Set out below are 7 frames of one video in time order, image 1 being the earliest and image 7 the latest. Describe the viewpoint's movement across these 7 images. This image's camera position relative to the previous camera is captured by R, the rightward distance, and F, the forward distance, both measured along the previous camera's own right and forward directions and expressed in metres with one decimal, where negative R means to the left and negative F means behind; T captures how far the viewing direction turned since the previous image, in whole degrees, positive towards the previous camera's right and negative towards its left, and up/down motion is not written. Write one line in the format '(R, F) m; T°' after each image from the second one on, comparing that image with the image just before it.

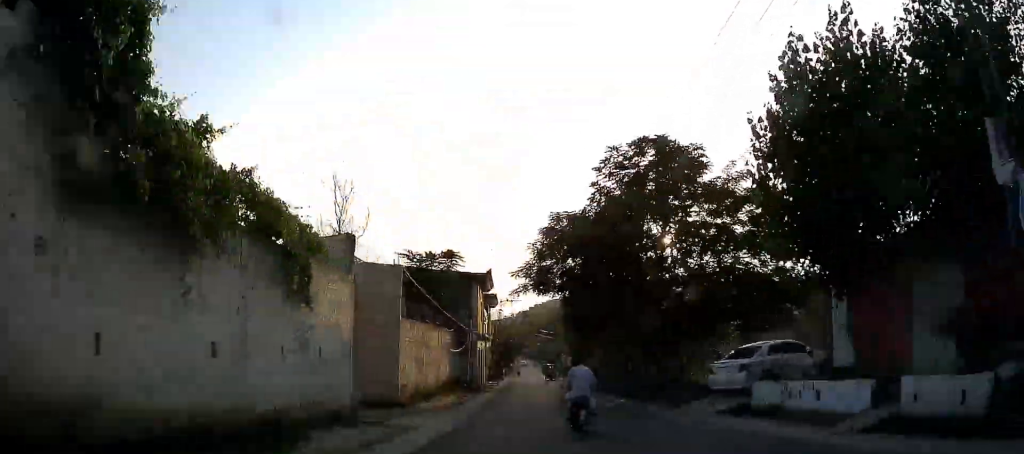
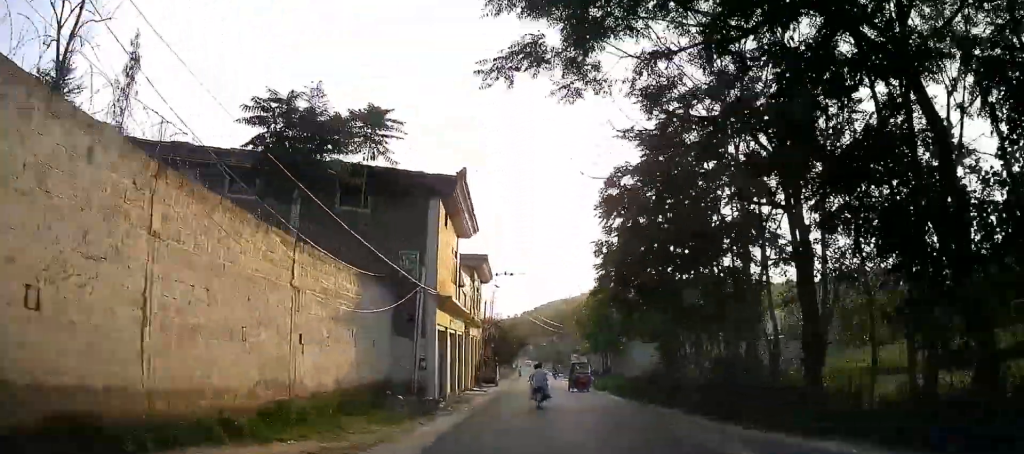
(+0.4, +19.5) m; -1°
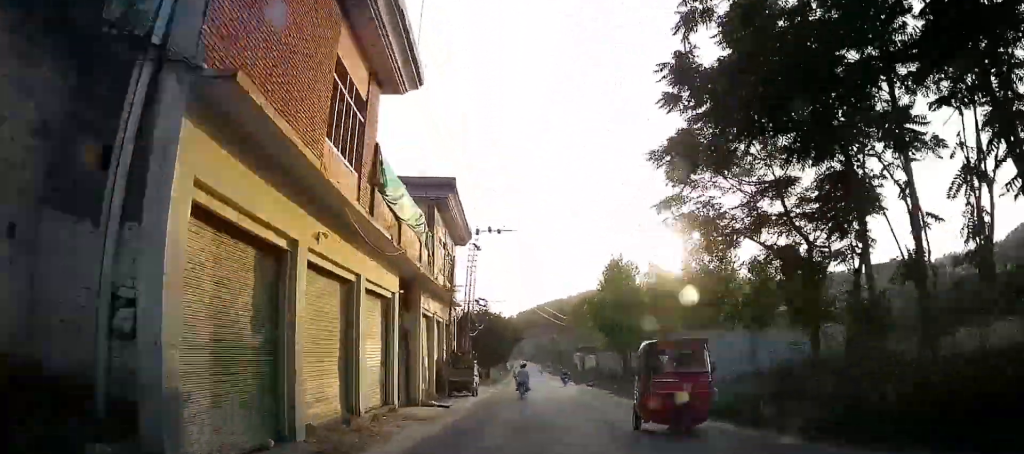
(-0.4, +15.3) m; -1°
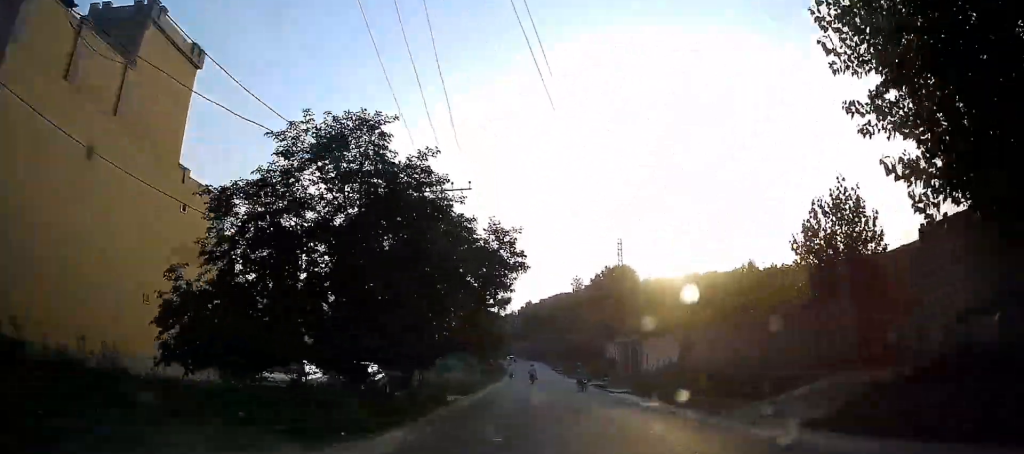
(0.0, +39.3) m; +1°
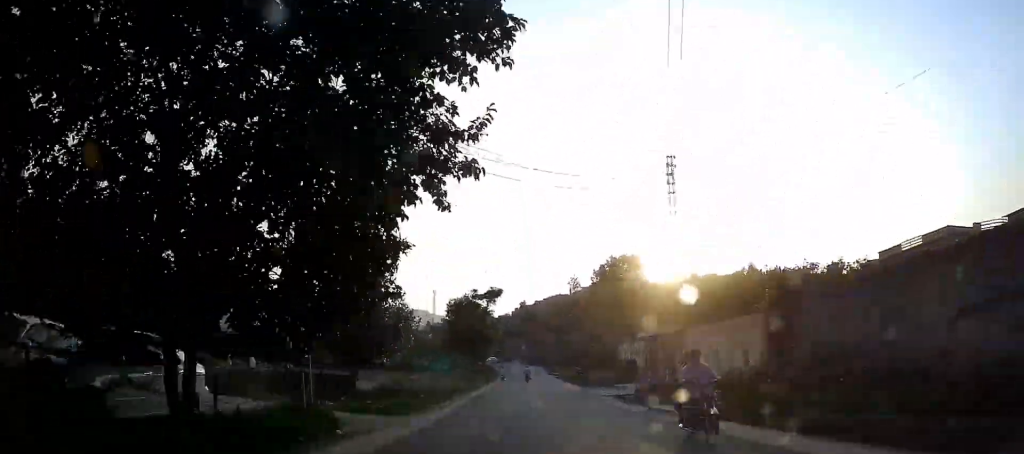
(0.0, +12.8) m; 0°
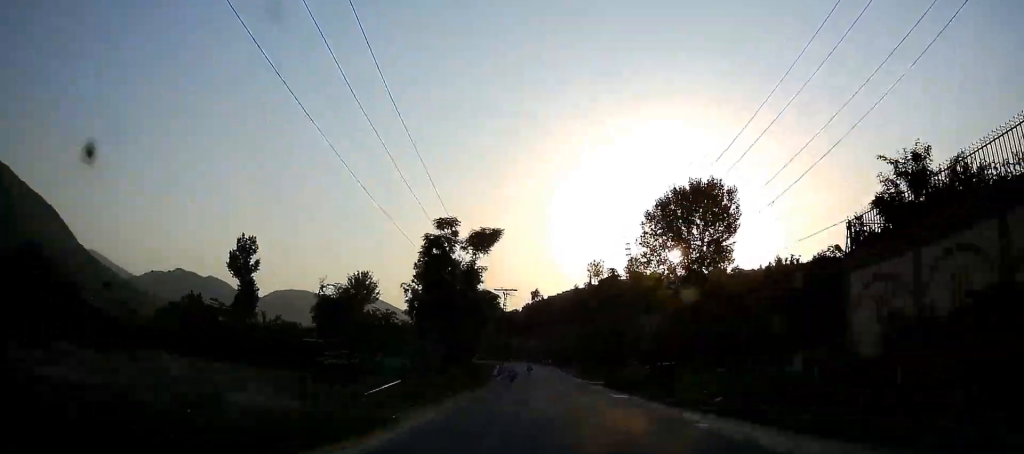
(0.0, +32.5) m; 0°
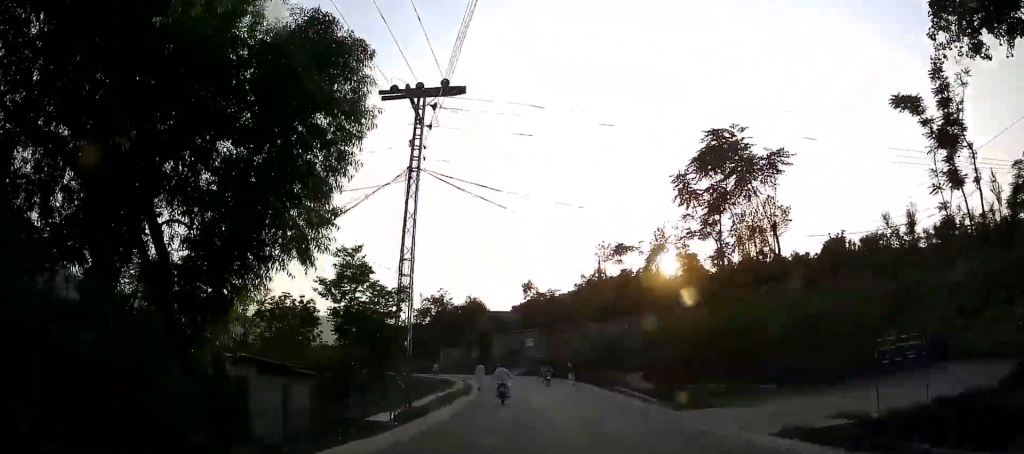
(+0.3, +46.1) m; +1°
